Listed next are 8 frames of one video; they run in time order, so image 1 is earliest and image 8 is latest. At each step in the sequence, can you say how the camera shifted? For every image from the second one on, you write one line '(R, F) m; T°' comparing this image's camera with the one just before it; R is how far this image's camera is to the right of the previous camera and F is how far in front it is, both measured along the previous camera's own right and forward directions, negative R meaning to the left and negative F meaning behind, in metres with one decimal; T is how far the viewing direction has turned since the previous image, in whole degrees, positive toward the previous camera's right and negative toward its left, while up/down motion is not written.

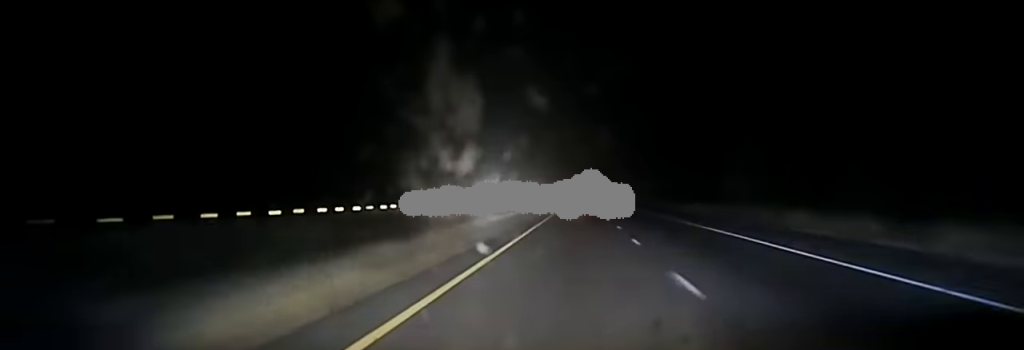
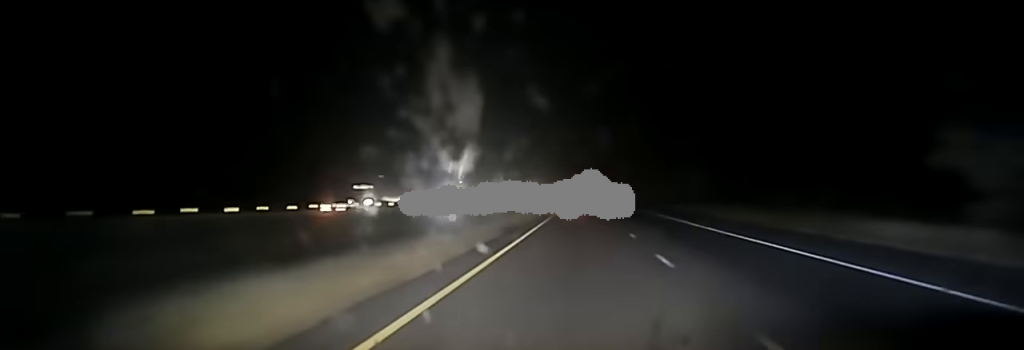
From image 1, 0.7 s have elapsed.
(+0.1, +39.4) m; 0°
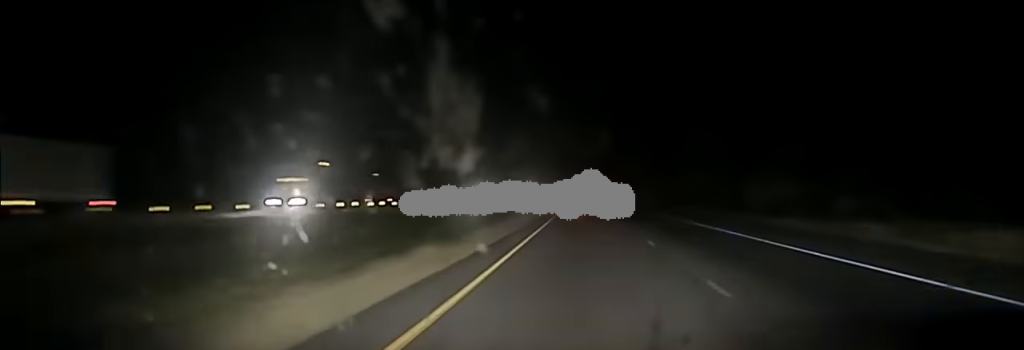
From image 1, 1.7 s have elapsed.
(-0.1, +48.5) m; -1°
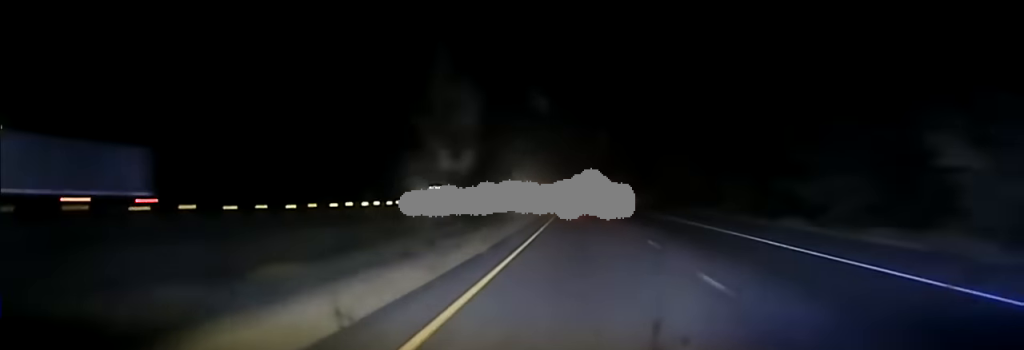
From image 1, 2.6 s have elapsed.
(-0.3, +43.8) m; 0°
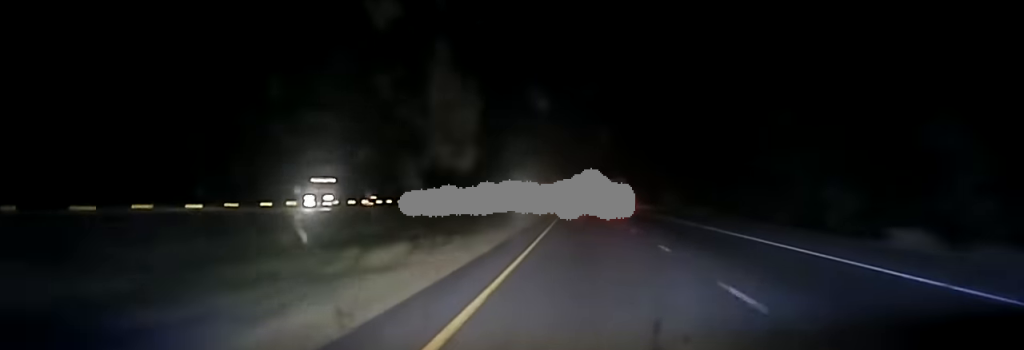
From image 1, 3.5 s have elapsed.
(-0.1, +47.2) m; 0°
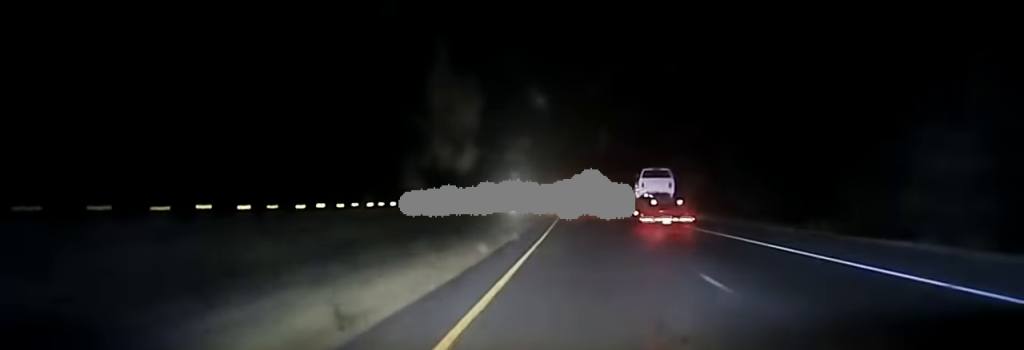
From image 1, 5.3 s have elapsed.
(-0.4, +95.8) m; -1°
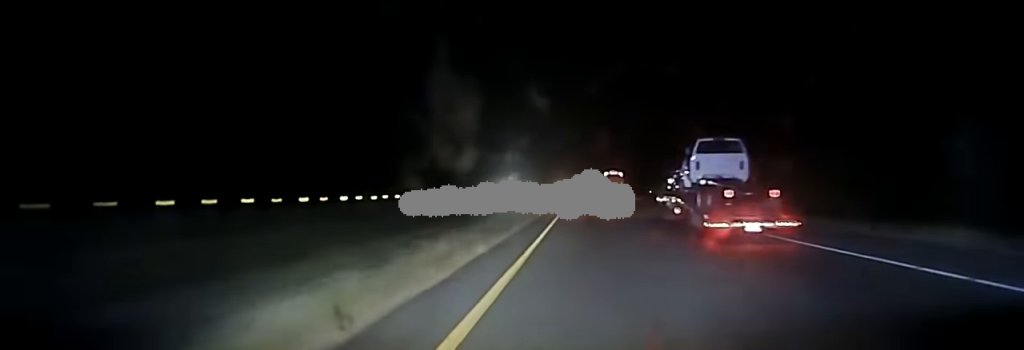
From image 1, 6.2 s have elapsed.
(-0.3, +50.6) m; 0°
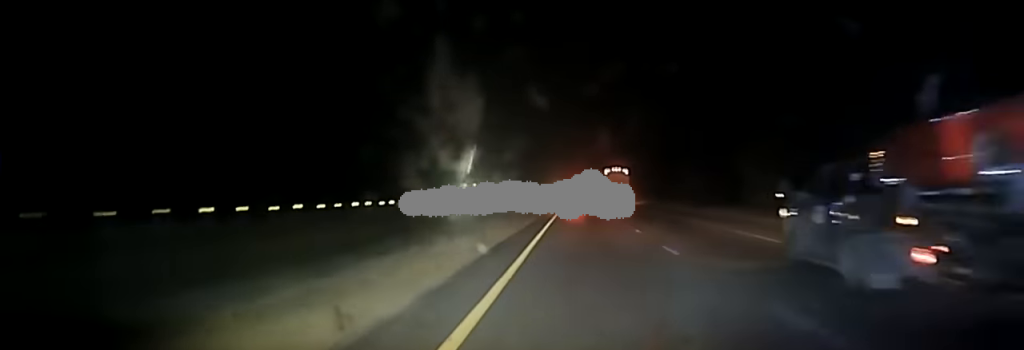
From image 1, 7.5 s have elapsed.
(+0.4, +77.1) m; 0°
